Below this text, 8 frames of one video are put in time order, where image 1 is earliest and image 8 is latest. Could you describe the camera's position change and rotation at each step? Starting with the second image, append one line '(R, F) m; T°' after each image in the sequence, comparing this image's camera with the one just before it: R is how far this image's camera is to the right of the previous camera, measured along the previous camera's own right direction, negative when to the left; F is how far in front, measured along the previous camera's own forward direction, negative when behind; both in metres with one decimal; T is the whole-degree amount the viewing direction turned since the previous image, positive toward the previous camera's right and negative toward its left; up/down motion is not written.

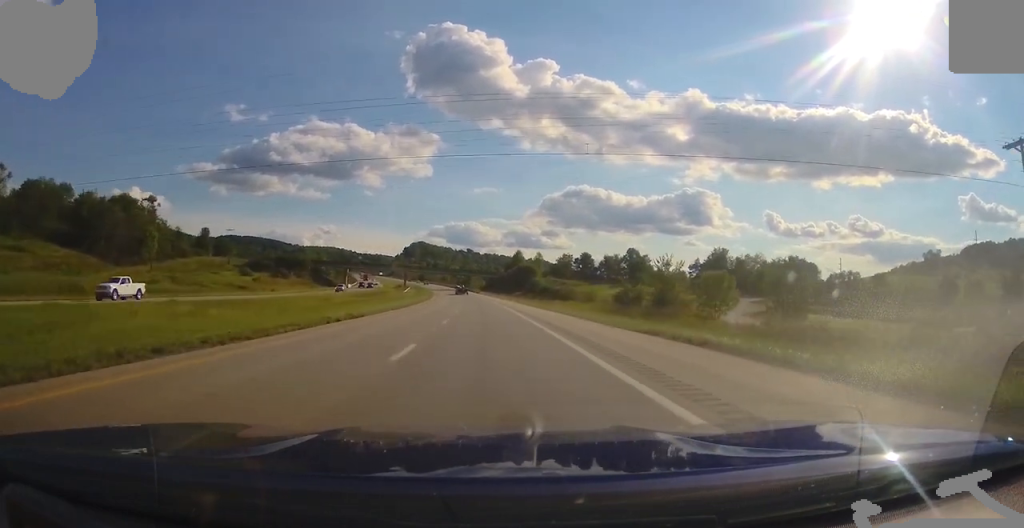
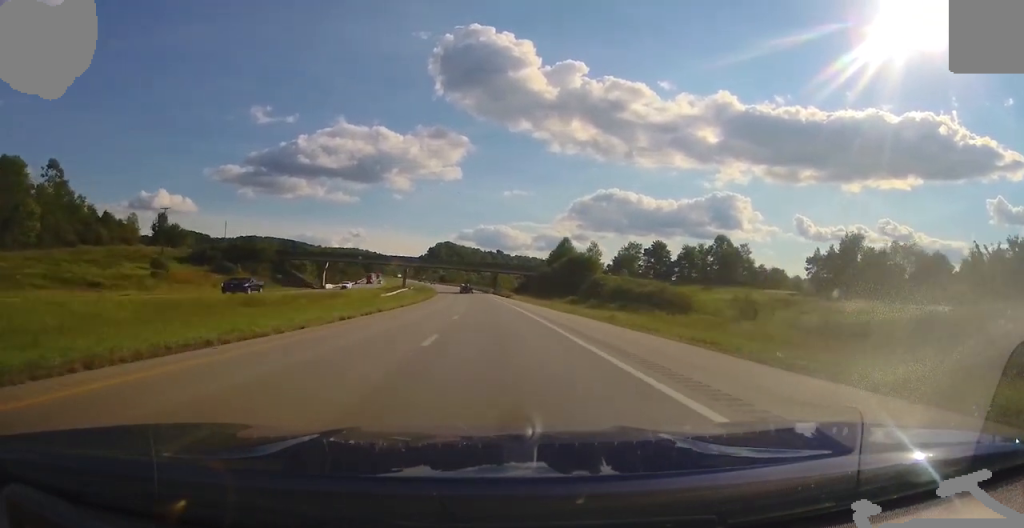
(-0.9, +59.0) m; -1°
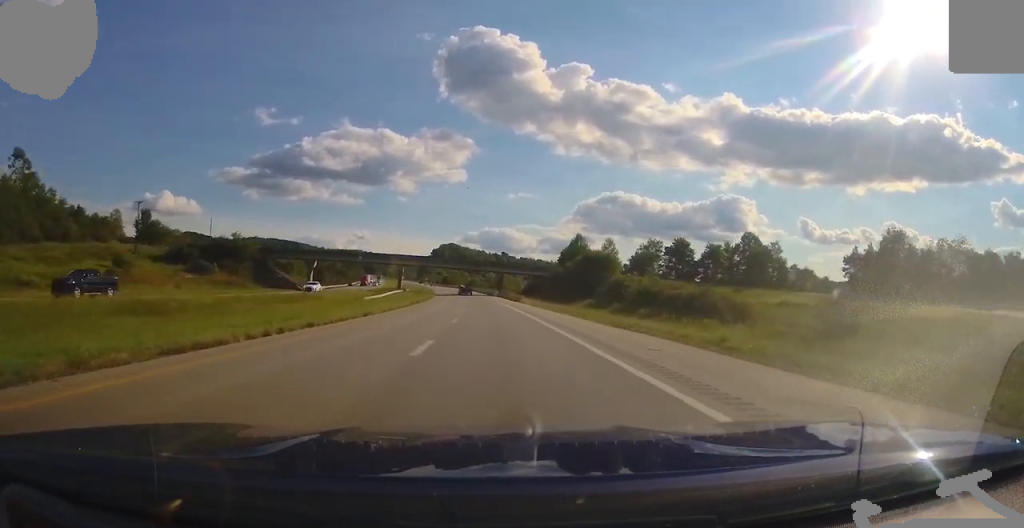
(0.0, +14.1) m; 0°
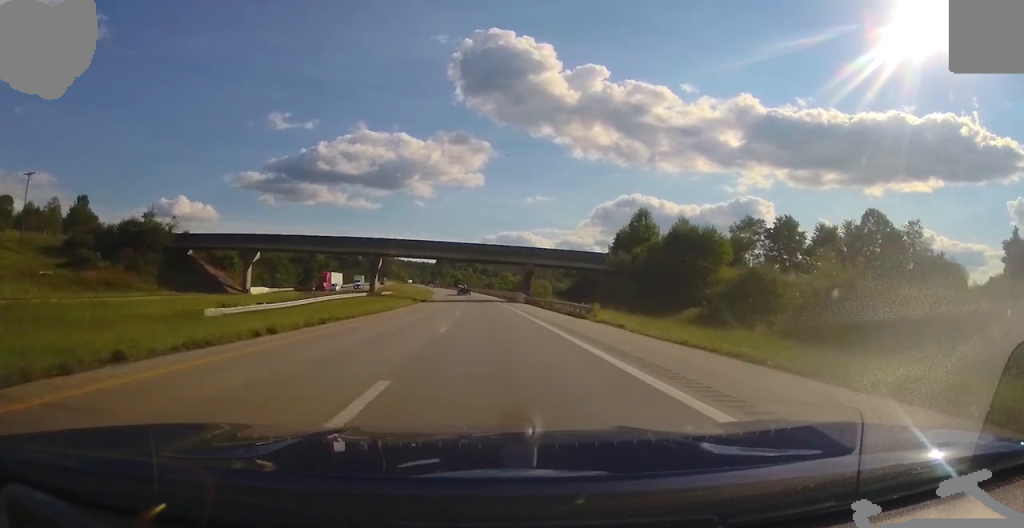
(0.0, +43.5) m; -1°
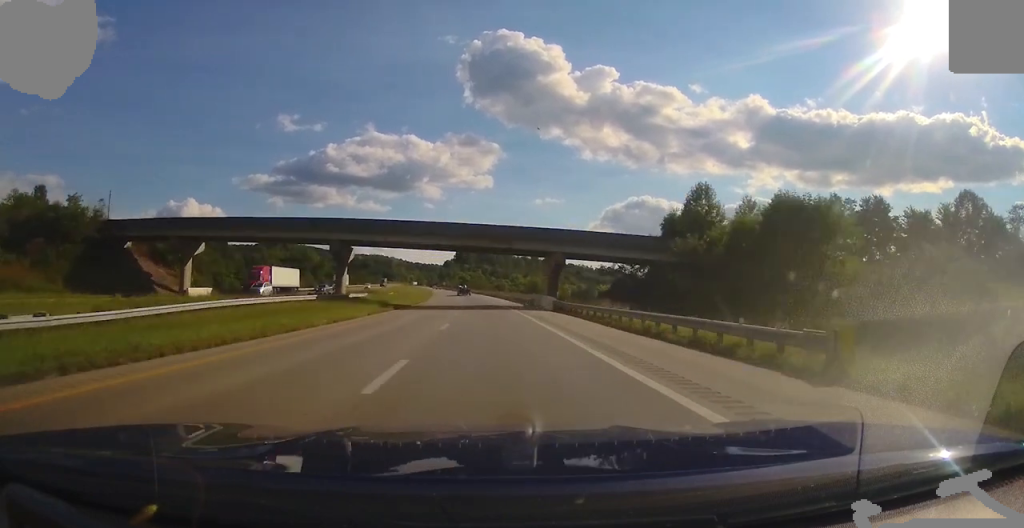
(-0.3, +22.2) m; -1°
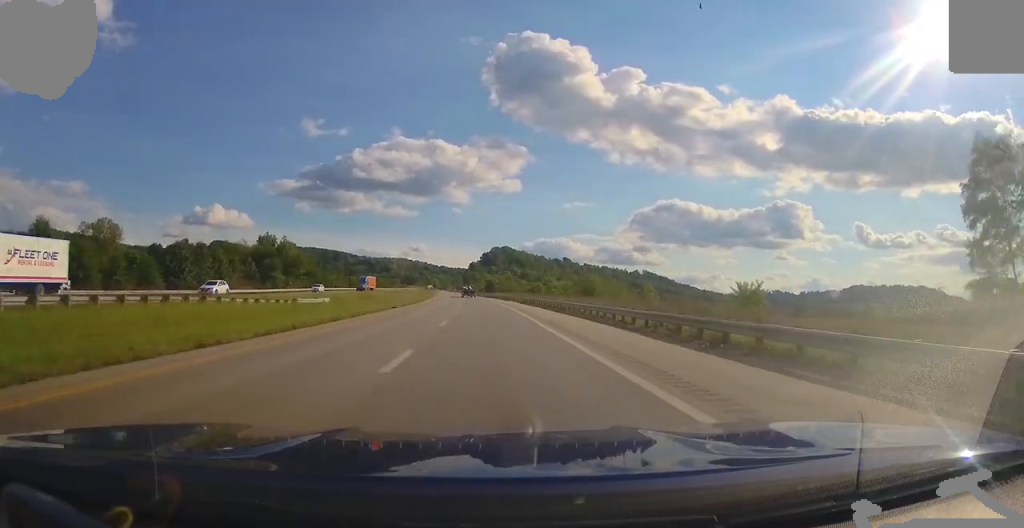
(-2.1, +59.2) m; -4°
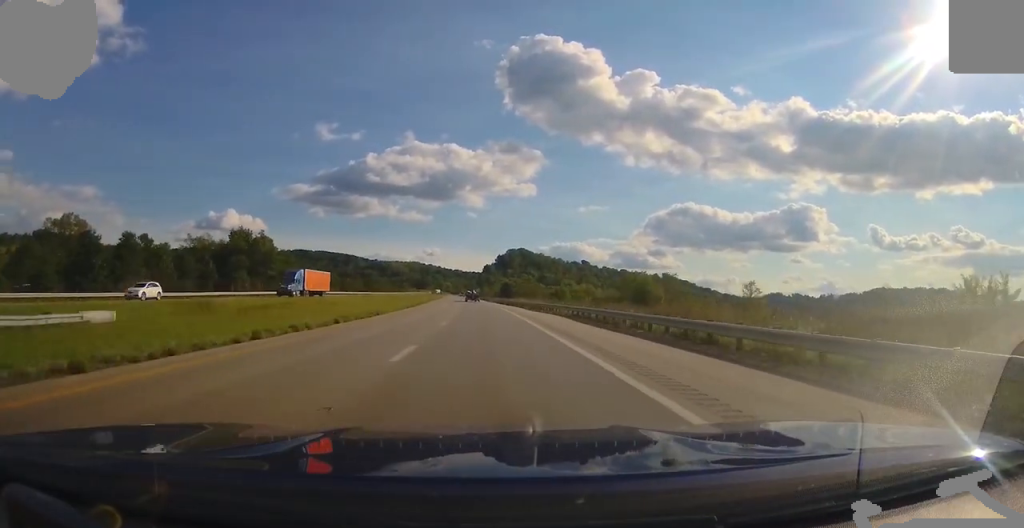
(-0.5, +34.6) m; -2°
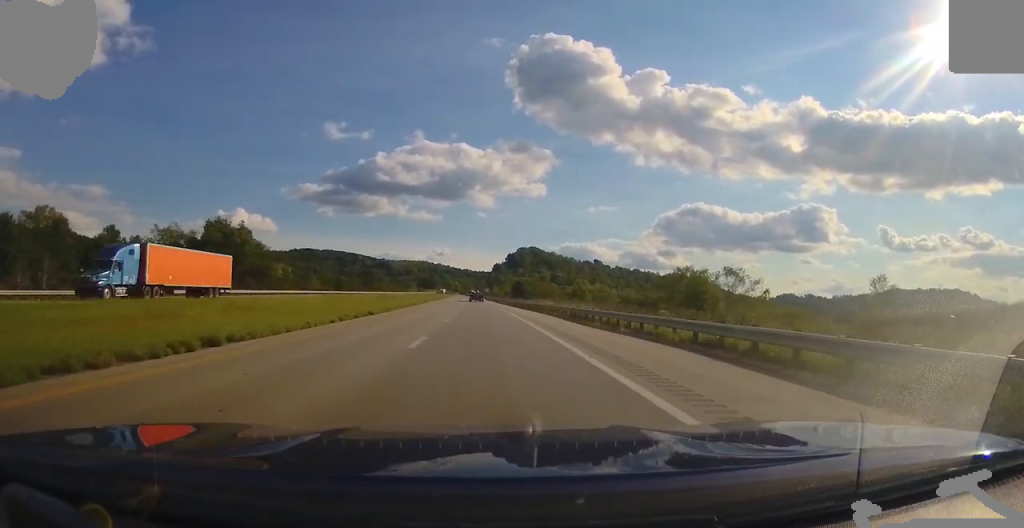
(-0.4, +21.9) m; -1°
